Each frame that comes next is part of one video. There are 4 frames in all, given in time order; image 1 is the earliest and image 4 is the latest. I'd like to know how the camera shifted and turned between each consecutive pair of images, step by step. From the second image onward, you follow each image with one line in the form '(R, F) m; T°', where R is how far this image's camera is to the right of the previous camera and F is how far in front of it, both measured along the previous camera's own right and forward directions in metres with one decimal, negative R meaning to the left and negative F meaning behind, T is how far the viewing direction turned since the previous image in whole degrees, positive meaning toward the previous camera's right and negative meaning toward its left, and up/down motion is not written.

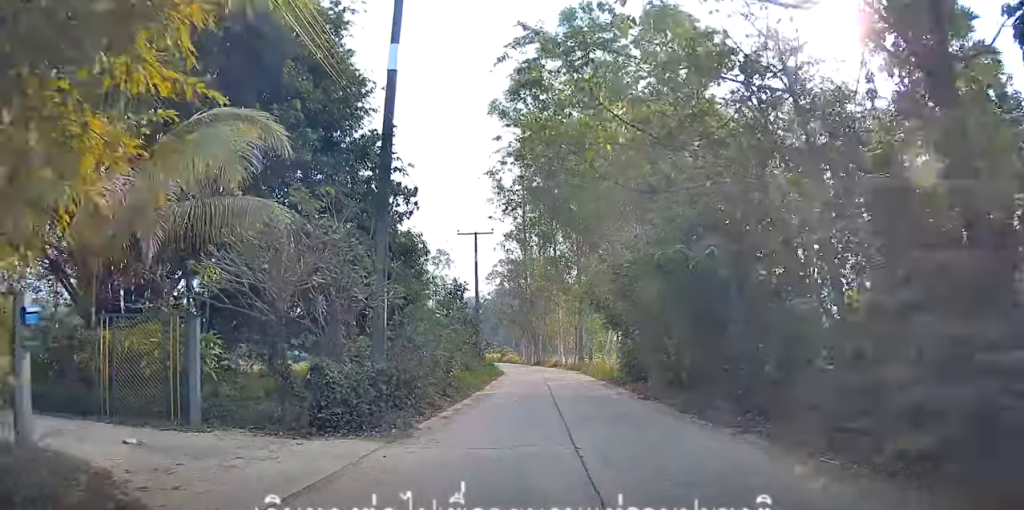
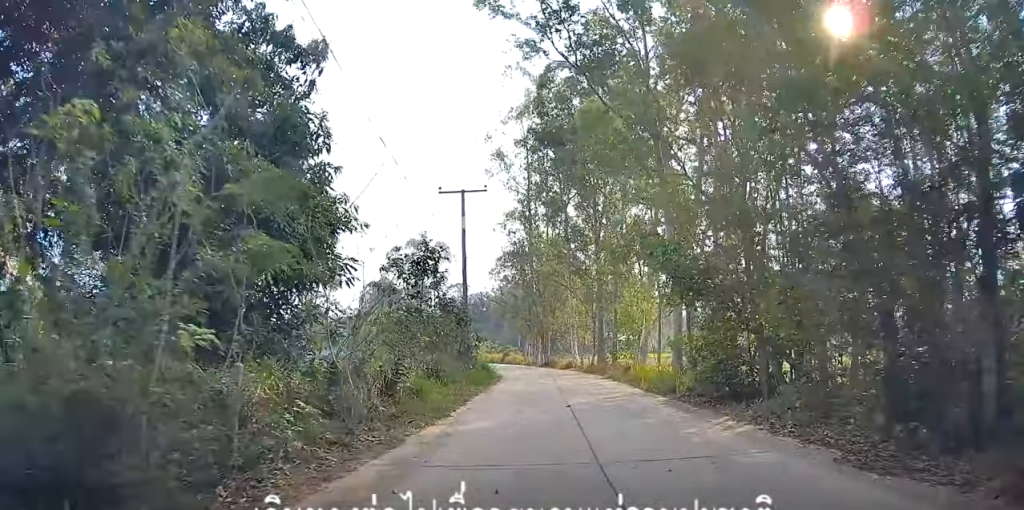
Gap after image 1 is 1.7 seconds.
(0.0, +0.4) m; 0°
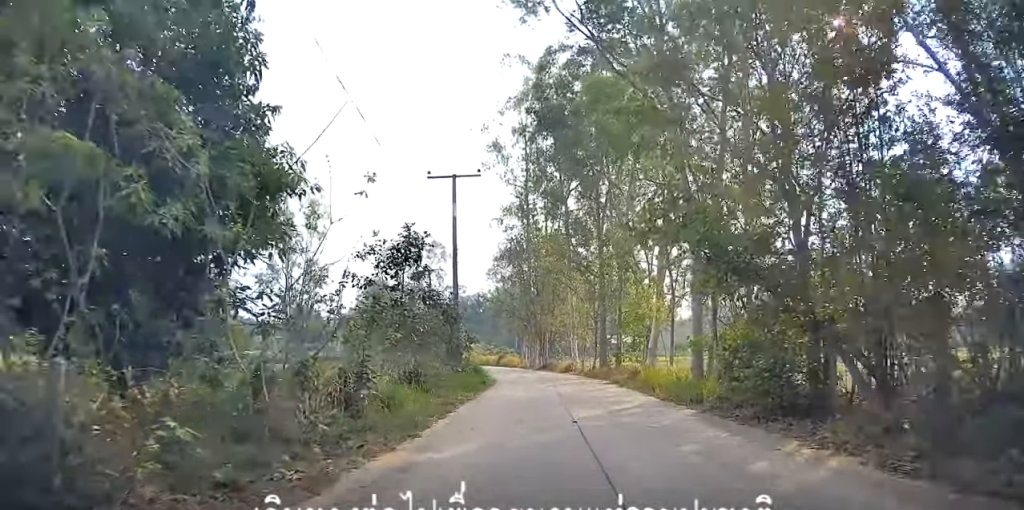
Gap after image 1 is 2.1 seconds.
(0.0, +0.3) m; 0°
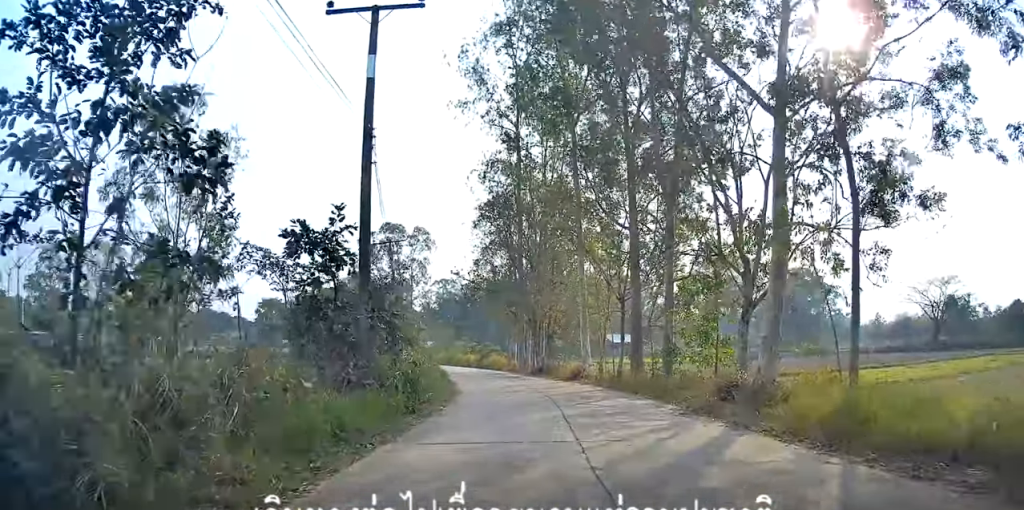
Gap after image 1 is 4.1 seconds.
(-0.1, +2.4) m; 0°
